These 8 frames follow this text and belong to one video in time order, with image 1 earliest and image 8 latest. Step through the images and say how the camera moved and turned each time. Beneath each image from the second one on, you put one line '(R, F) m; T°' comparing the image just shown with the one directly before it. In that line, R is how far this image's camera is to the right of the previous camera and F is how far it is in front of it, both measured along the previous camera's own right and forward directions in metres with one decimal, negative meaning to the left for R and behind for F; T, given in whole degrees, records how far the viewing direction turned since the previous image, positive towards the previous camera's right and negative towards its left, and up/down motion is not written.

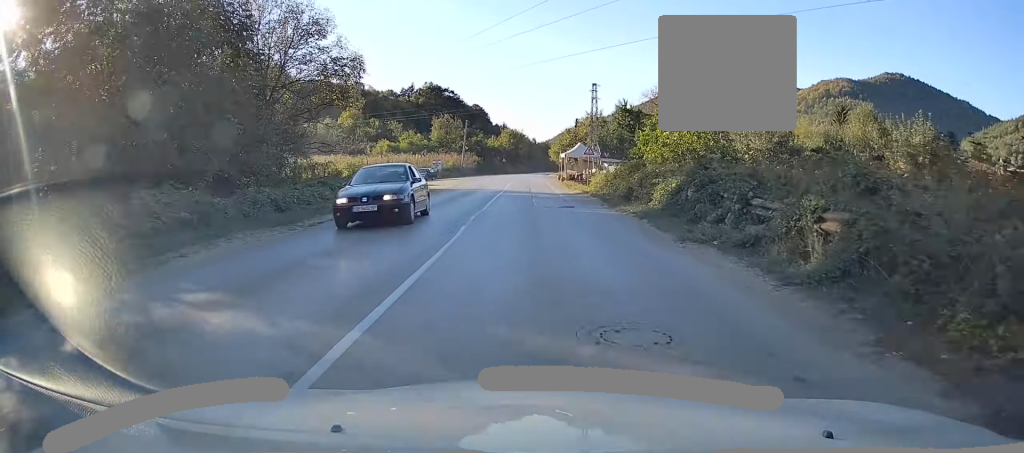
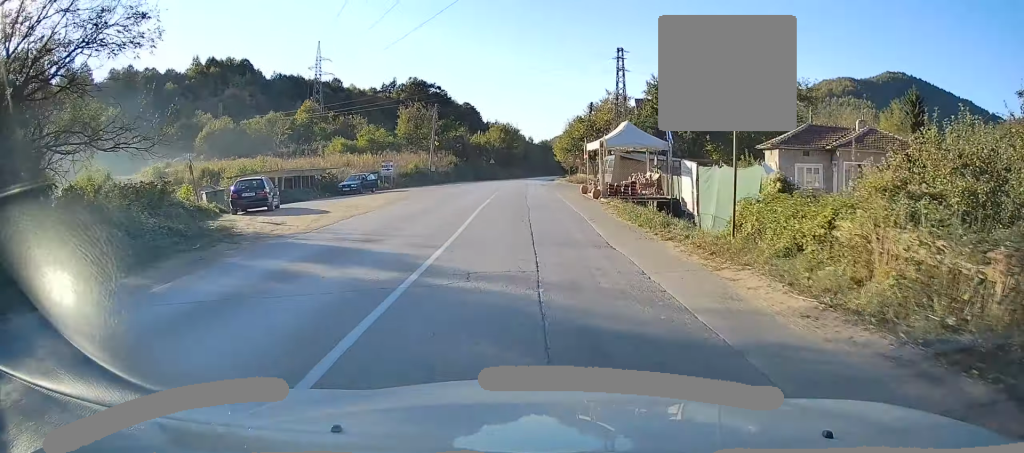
(-0.1, +27.6) m; 0°
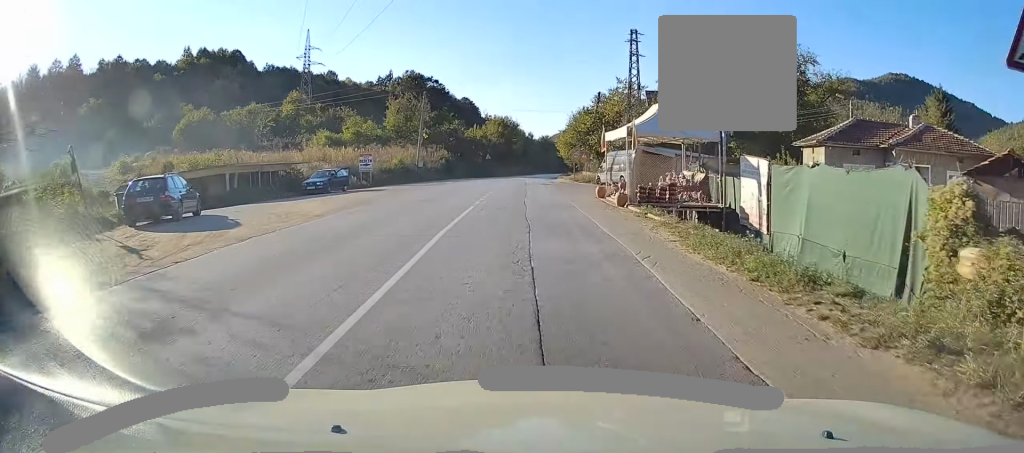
(0.0, +7.3) m; 0°
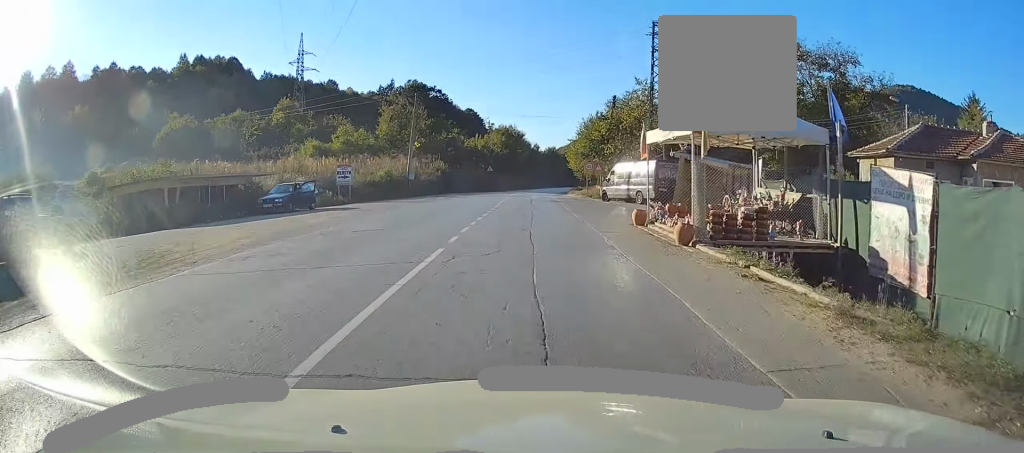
(0.0, +7.4) m; 0°
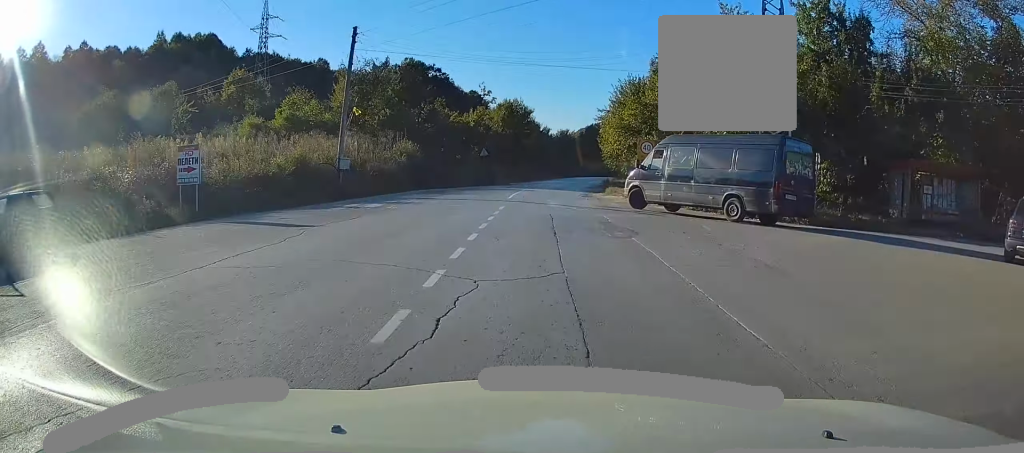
(0.0, +21.4) m; 0°
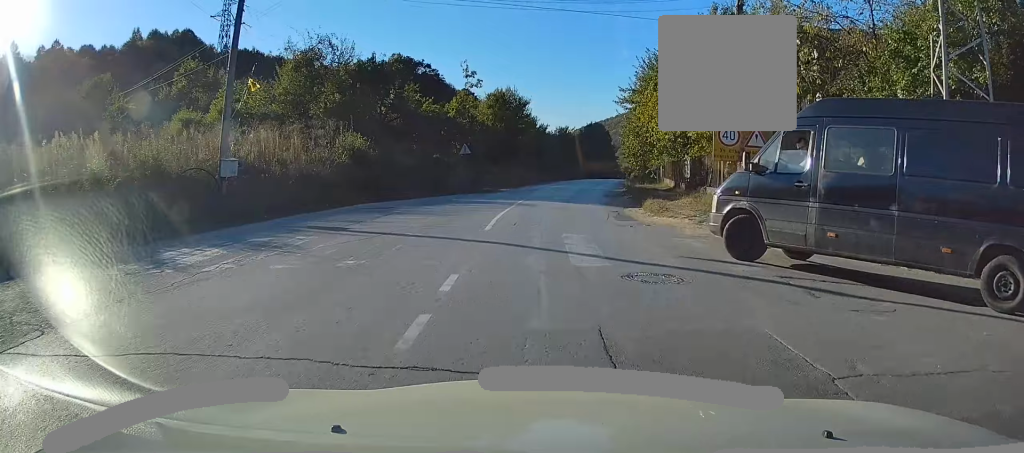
(0.0, +12.5) m; +1°
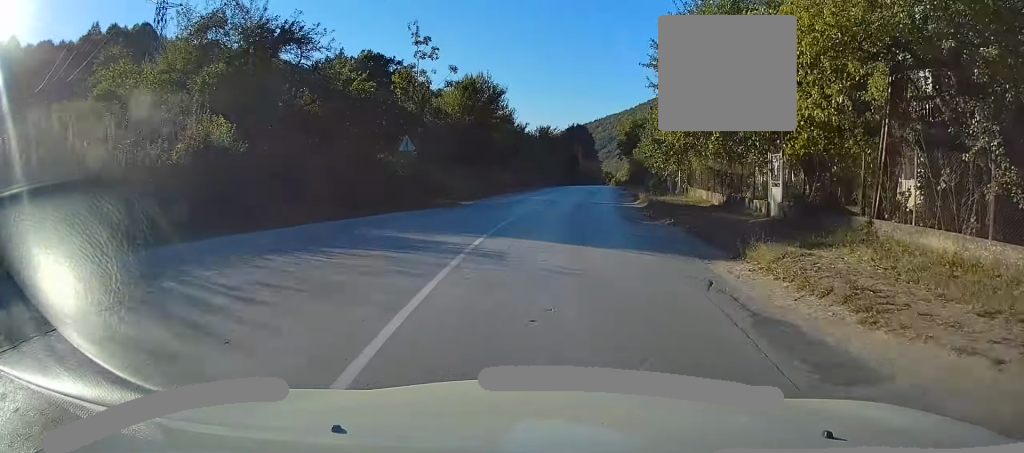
(0.0, +12.9) m; +2°
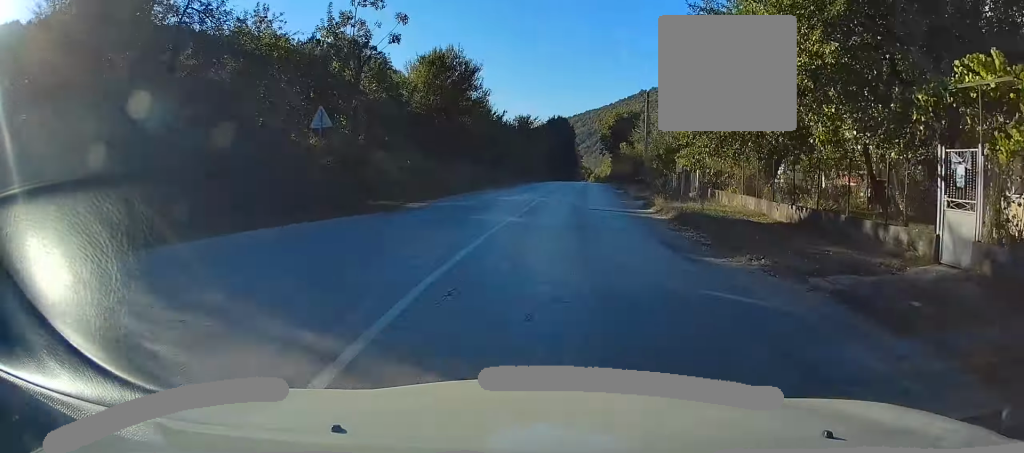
(+0.3, +8.2) m; +2°
